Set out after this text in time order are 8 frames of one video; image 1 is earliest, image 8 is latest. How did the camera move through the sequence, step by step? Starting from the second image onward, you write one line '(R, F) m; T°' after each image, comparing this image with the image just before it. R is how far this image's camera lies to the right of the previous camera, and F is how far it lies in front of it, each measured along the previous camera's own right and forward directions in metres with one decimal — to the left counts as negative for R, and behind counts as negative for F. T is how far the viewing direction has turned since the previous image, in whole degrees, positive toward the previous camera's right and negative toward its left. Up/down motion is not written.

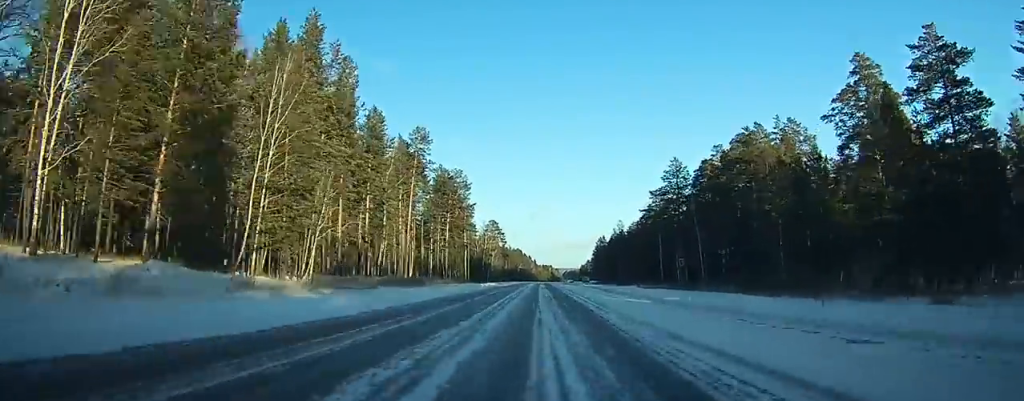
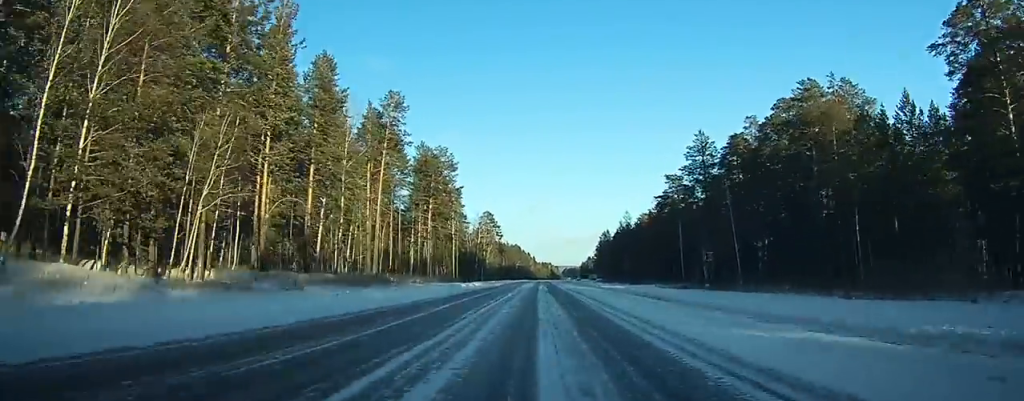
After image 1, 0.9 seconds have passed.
(-0.1, +21.6) m; 0°
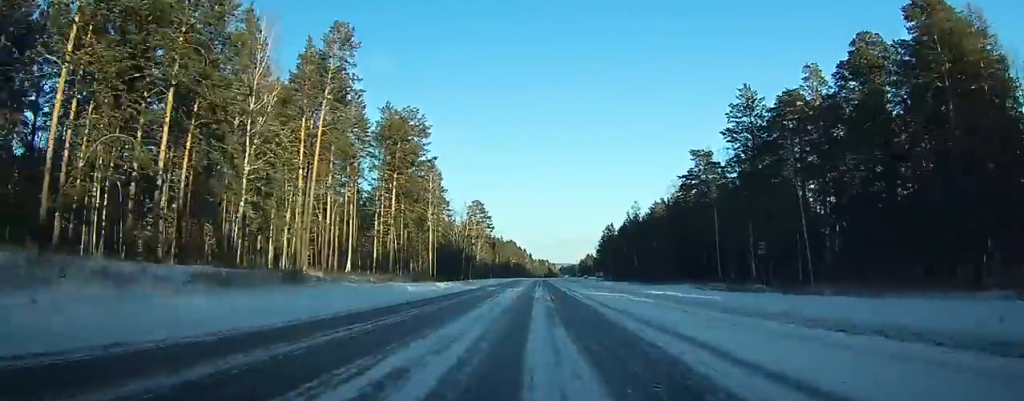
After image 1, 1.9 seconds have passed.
(-0.1, +26.6) m; 0°
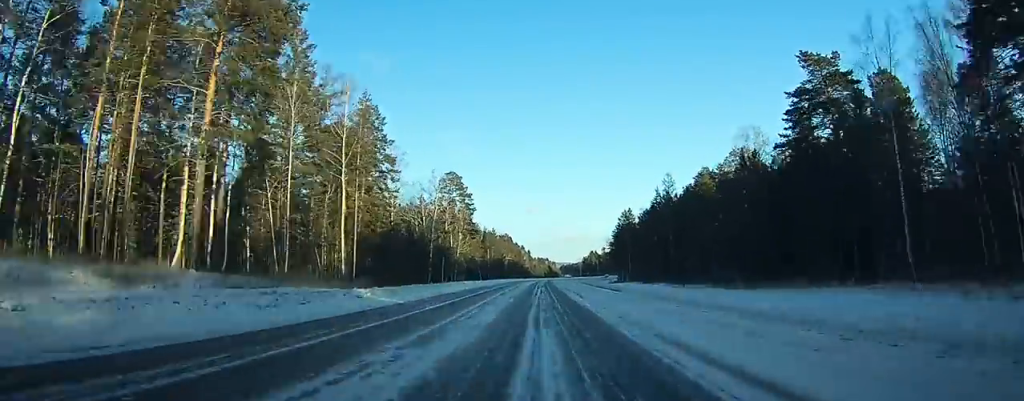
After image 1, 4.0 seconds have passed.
(+0.2, +51.4) m; 0°
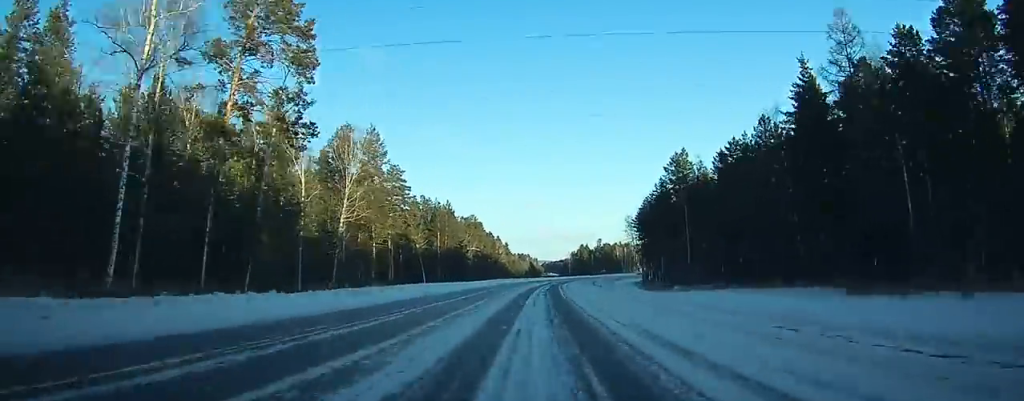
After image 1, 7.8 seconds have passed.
(+1.3, +92.7) m; +3°
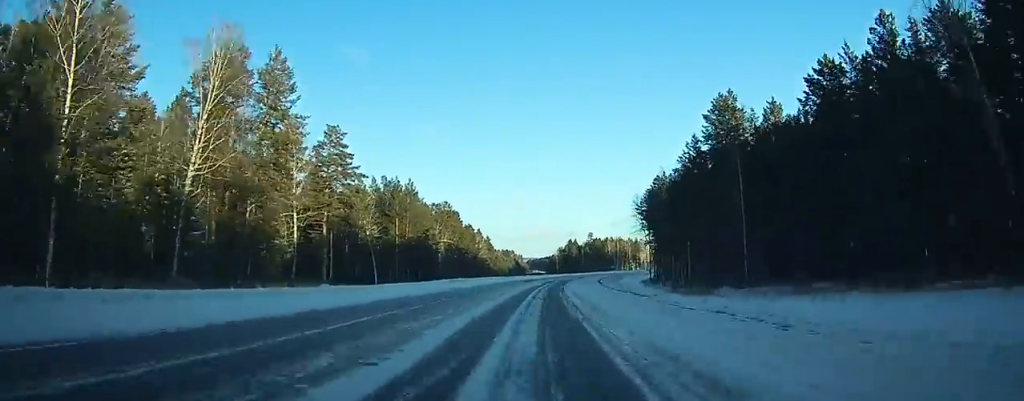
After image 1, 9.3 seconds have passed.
(+0.4, +34.6) m; +1°
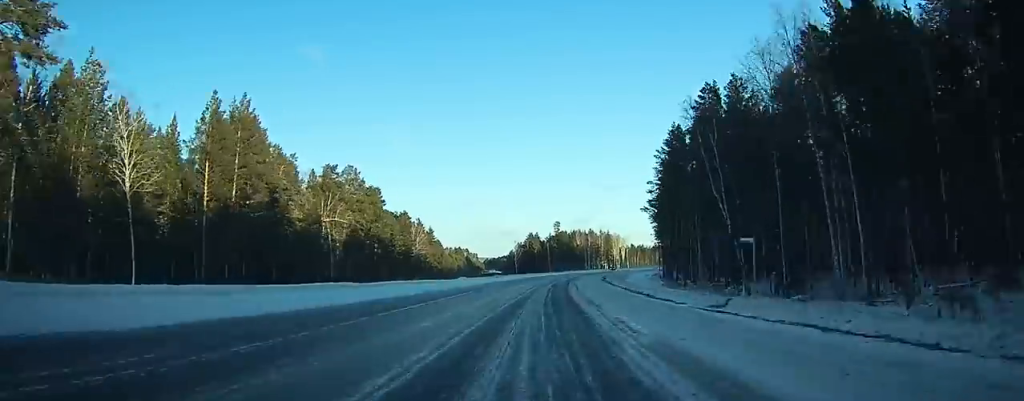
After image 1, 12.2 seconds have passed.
(+1.8, +68.0) m; +4°
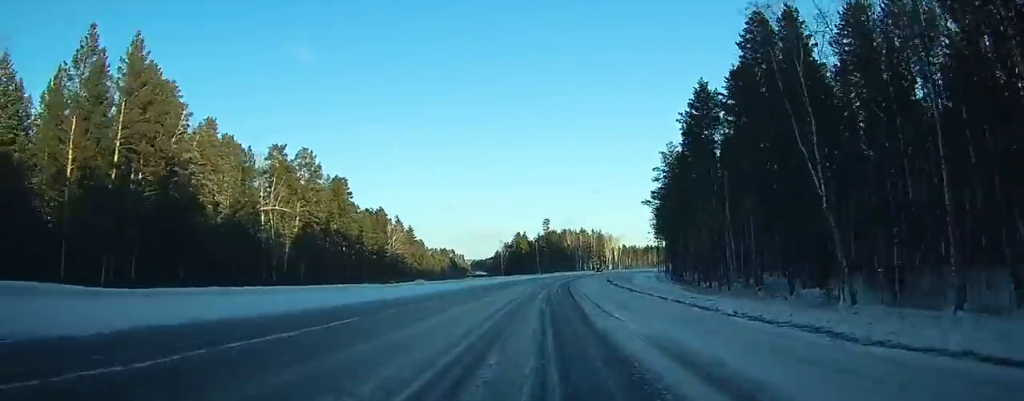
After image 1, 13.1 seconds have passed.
(+0.3, +21.4) m; +2°
